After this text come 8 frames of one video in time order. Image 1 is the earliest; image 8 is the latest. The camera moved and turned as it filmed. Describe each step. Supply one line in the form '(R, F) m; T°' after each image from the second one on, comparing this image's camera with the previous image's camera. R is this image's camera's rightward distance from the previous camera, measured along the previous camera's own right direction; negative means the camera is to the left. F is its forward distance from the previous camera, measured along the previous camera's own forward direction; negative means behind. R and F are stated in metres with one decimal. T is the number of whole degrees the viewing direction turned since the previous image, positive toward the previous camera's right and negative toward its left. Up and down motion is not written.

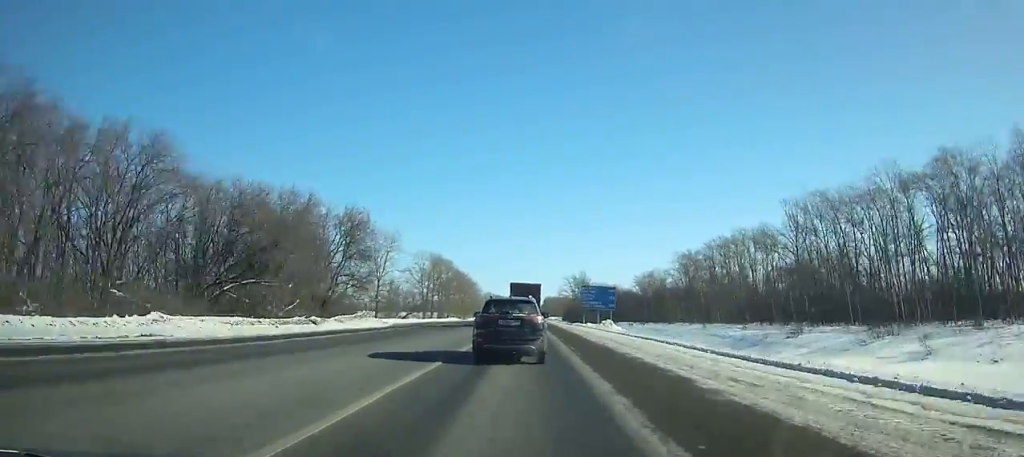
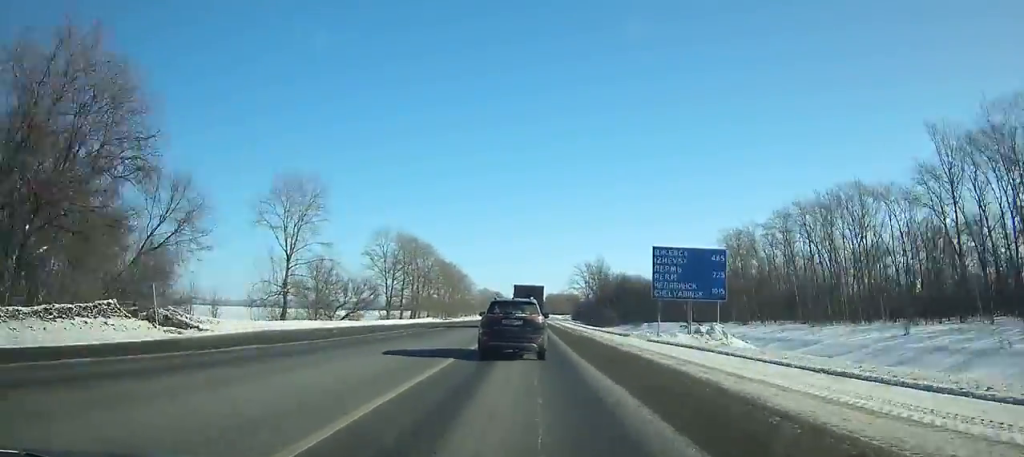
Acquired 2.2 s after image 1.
(-0.2, +42.8) m; 0°
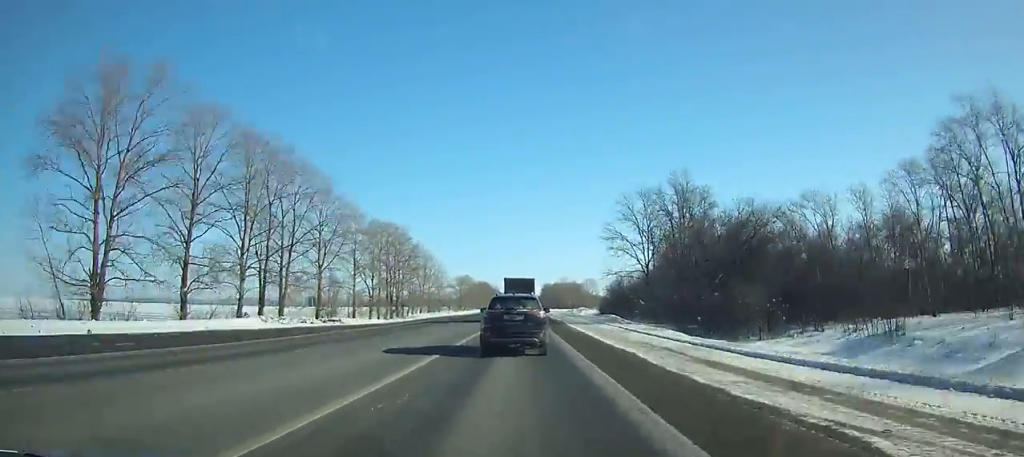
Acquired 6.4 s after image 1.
(+0.3, +82.8) m; 0°
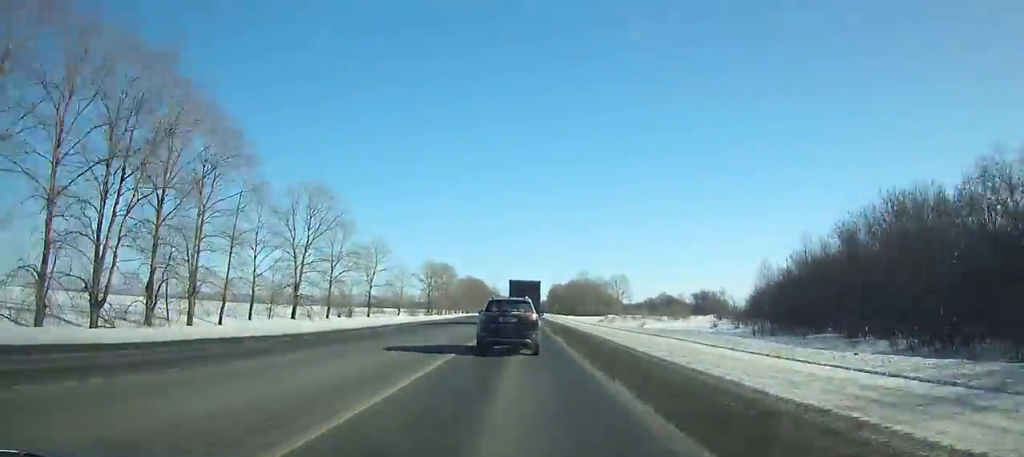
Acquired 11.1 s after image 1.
(+0.2, +94.1) m; 0°
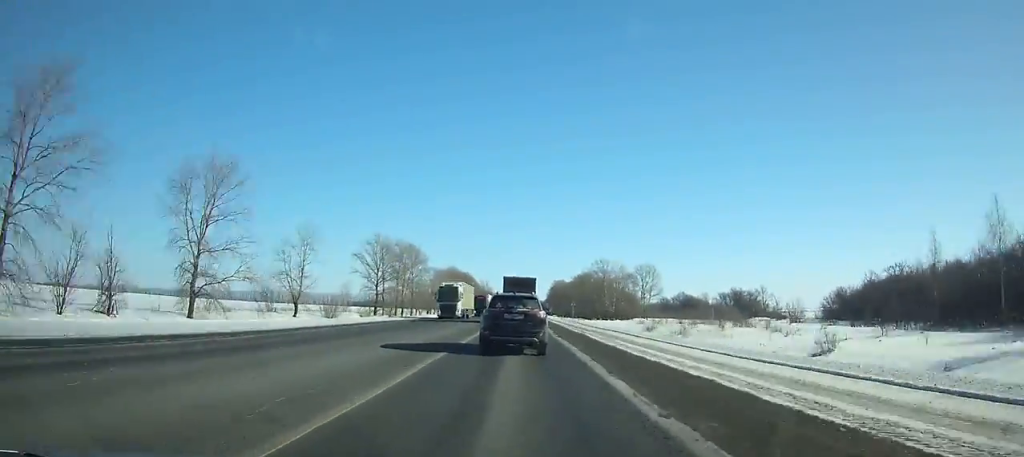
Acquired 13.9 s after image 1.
(+0.1, +56.0) m; 0°
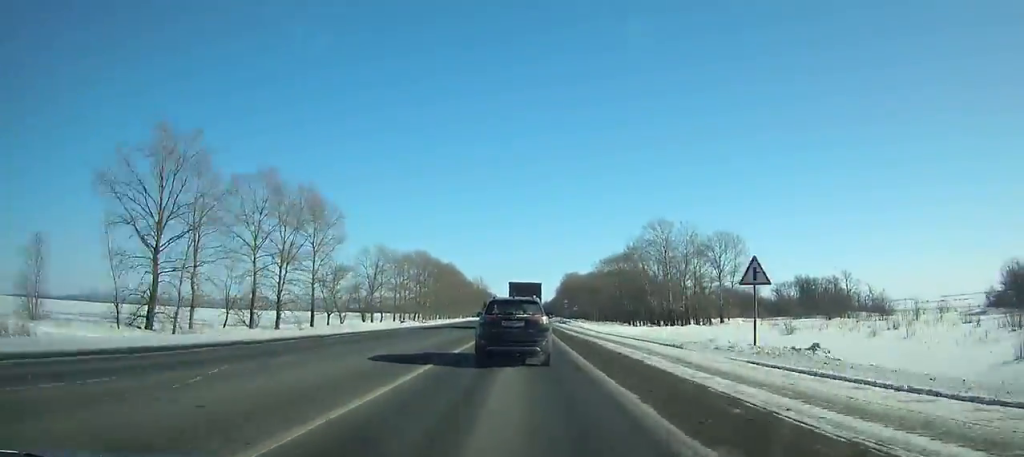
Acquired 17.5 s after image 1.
(0.0, +71.4) m; 0°
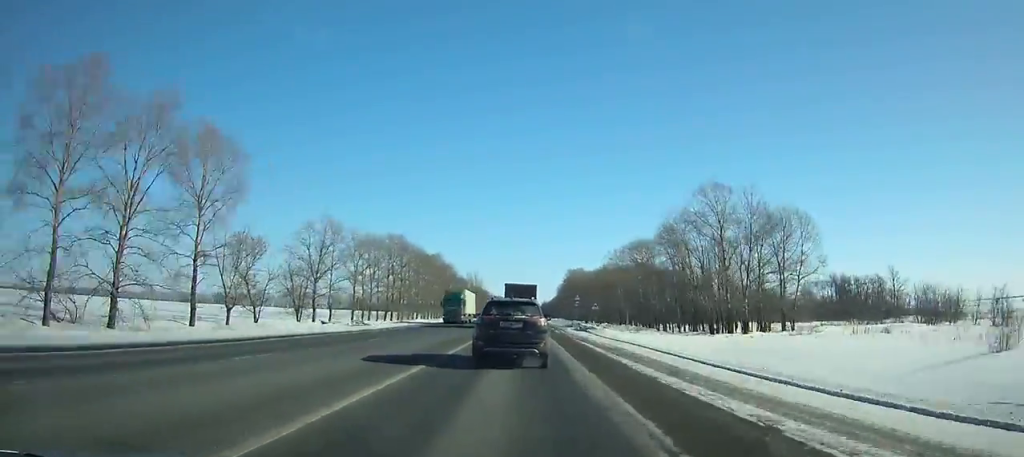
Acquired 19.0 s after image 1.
(+0.1, +29.5) m; 0°
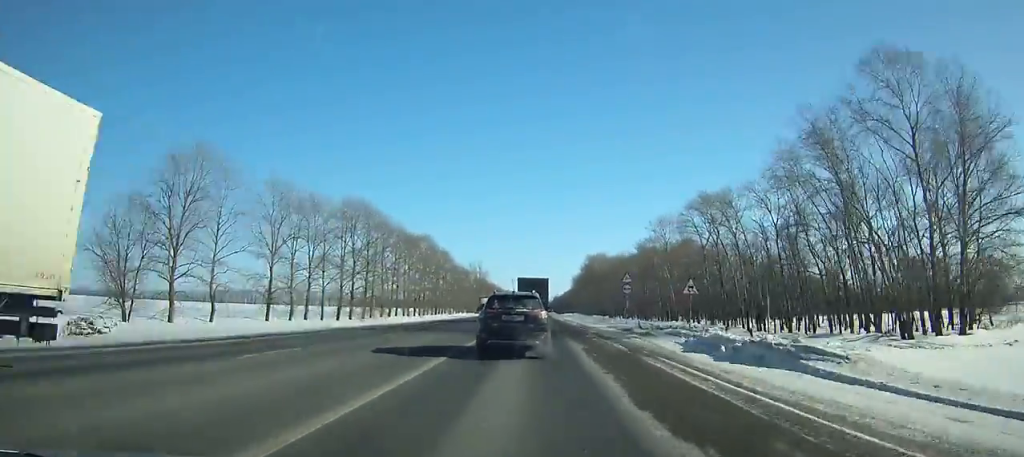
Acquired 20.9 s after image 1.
(-0.1, +37.4) m; 0°
